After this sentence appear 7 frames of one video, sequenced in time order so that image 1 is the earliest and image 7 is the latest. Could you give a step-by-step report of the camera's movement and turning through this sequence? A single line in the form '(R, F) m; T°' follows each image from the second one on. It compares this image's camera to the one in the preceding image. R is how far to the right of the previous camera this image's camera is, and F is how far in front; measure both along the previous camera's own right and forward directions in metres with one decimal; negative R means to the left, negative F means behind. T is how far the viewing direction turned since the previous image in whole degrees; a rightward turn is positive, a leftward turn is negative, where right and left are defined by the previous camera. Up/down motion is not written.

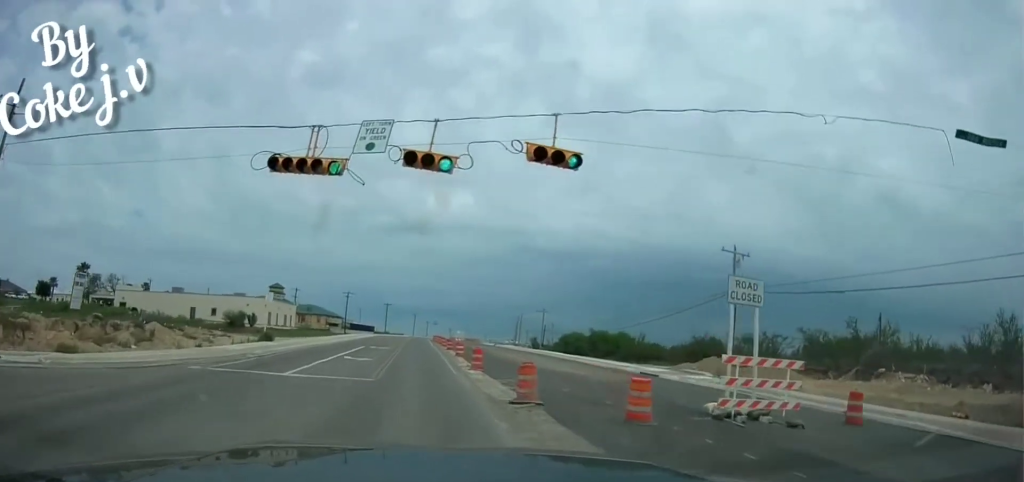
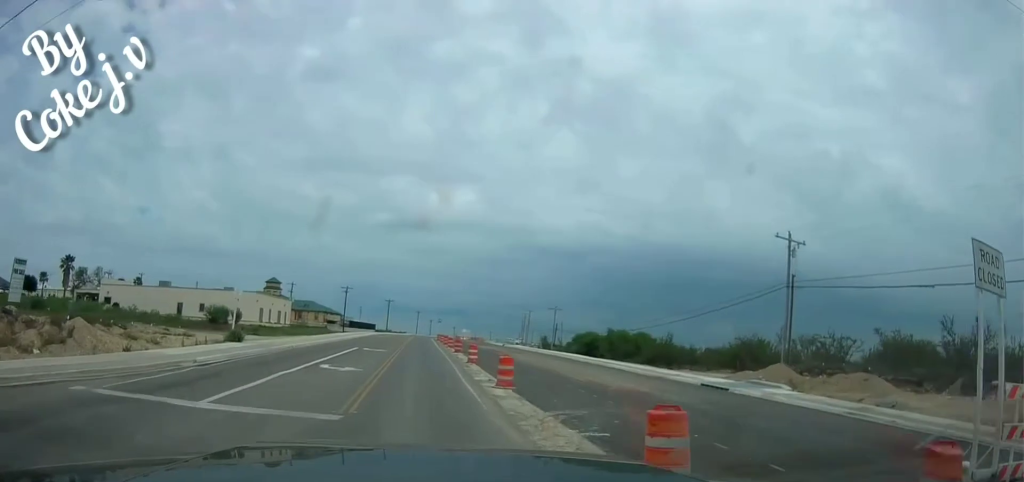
(-0.2, +8.2) m; 0°
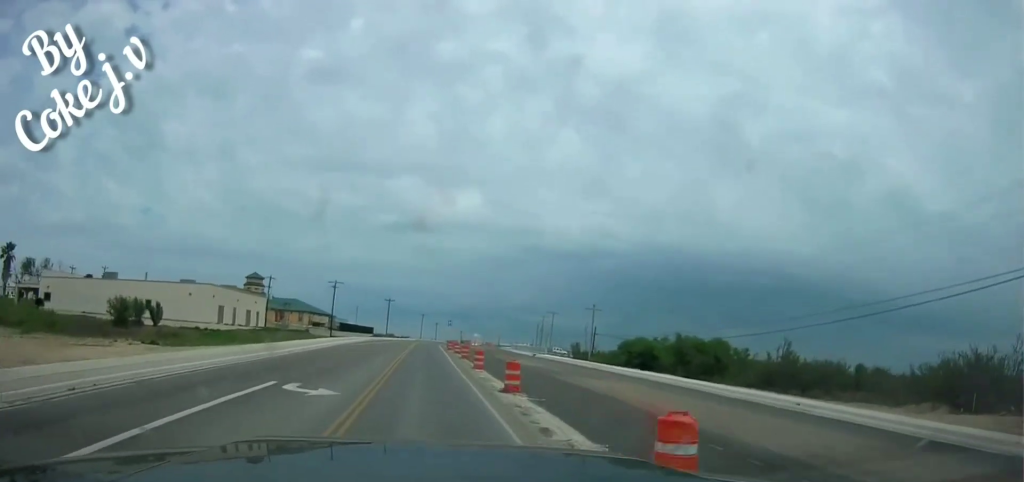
(0.0, +23.6) m; 0°
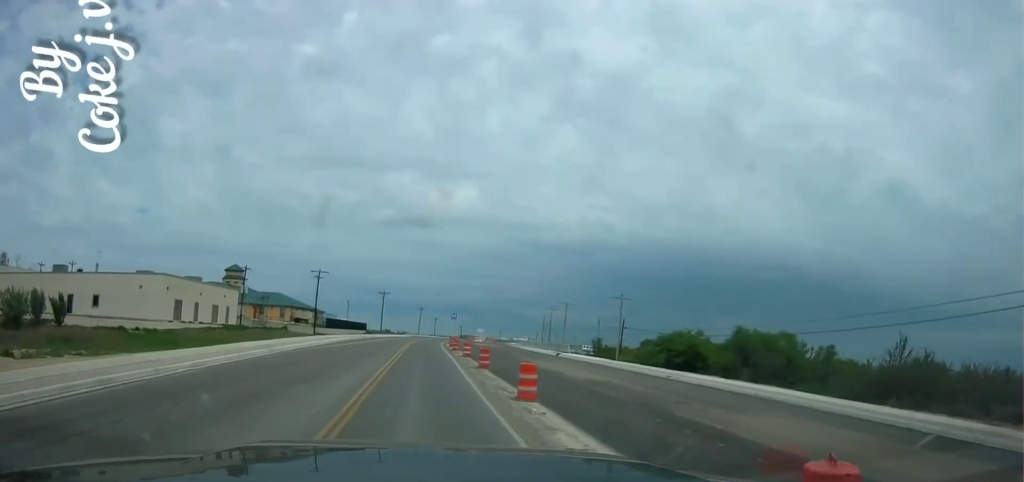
(0.0, +14.8) m; 0°
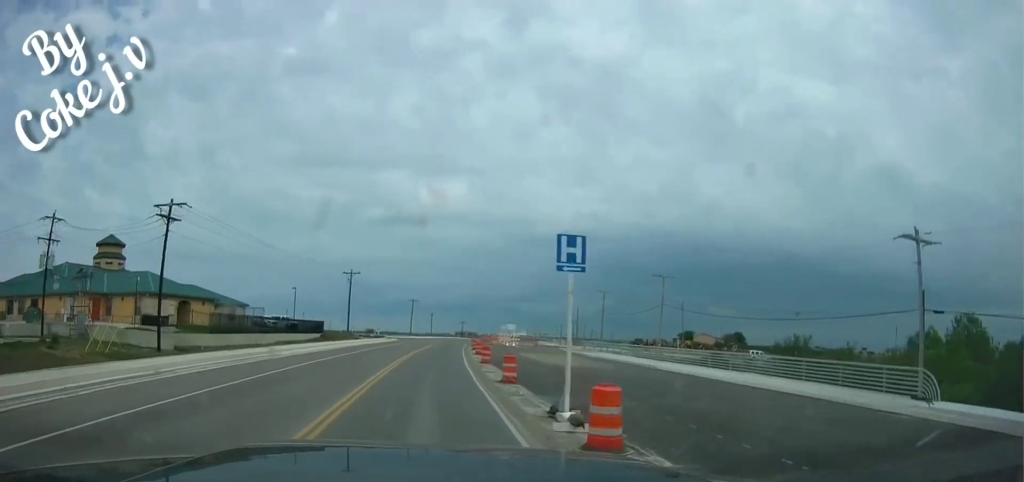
(+0.9, +55.1) m; +2°
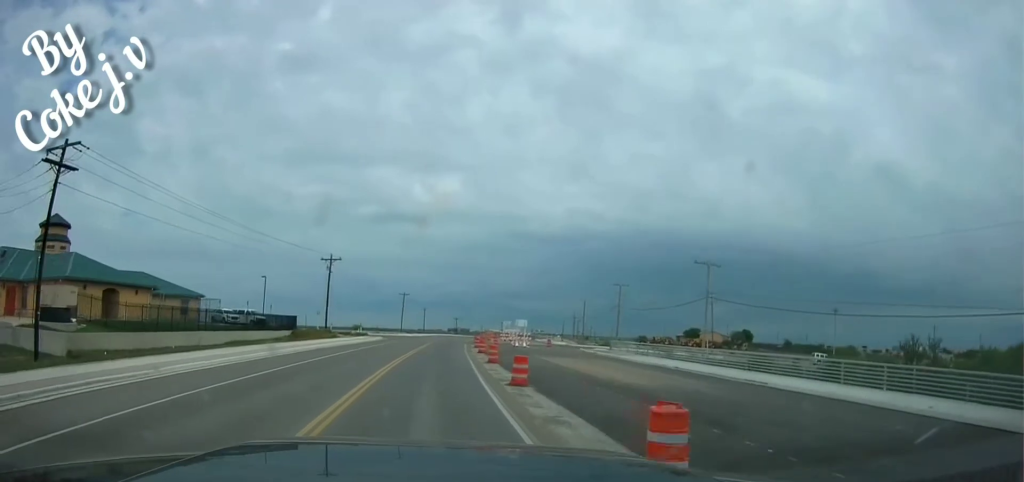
(0.0, +14.1) m; 0°
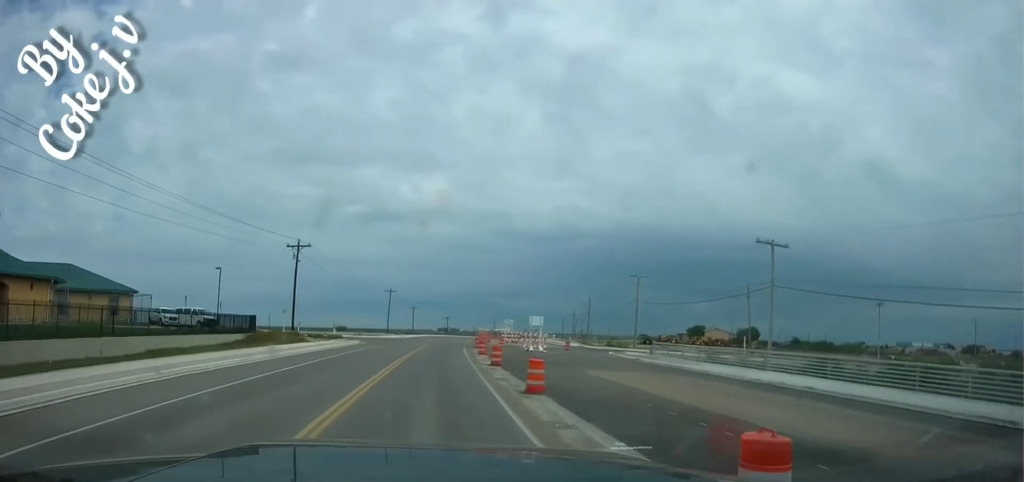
(0.0, +15.1) m; +1°
